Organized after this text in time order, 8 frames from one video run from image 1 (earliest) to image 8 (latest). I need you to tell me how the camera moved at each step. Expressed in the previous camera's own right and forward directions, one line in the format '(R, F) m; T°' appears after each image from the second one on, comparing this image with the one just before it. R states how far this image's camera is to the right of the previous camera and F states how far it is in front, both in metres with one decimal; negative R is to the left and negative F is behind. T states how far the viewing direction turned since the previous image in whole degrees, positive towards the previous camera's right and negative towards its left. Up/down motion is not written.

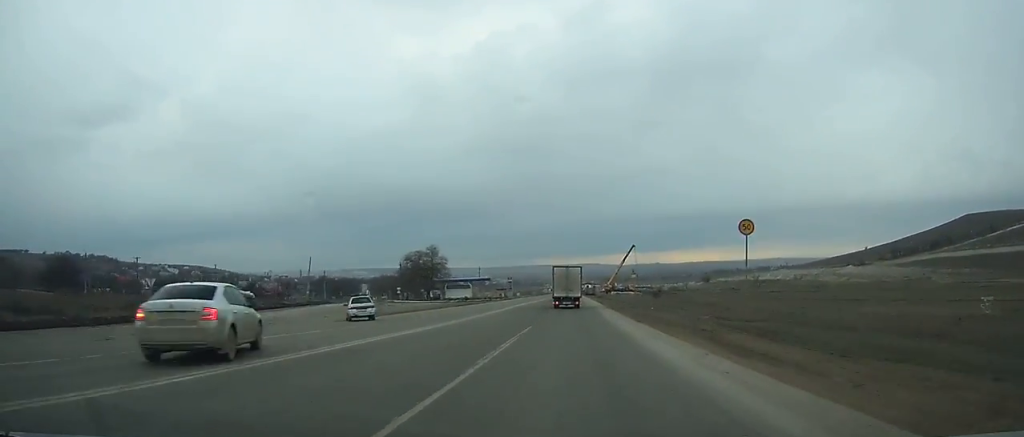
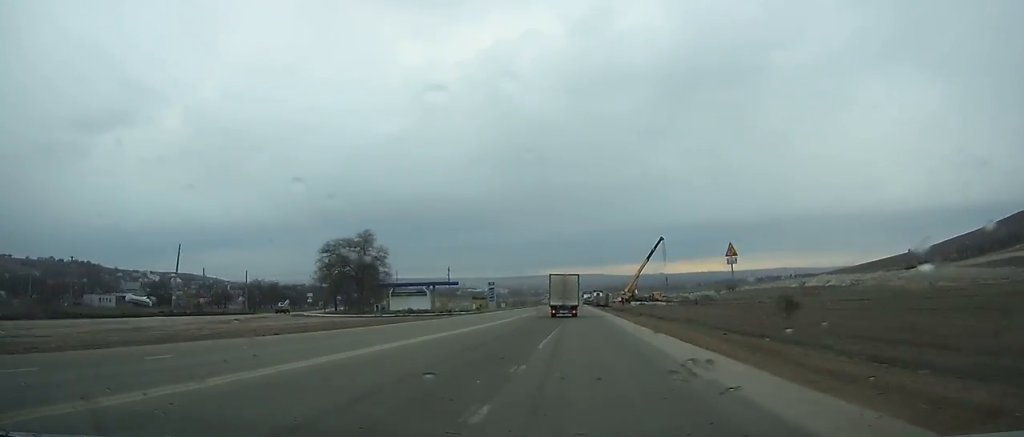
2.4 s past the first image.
(0.0, +45.5) m; 0°
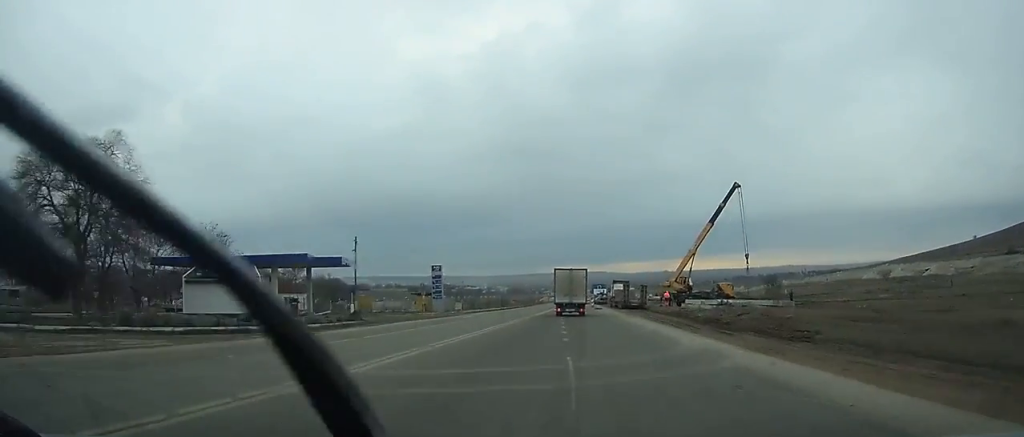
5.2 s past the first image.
(-0.1, +54.3) m; 0°
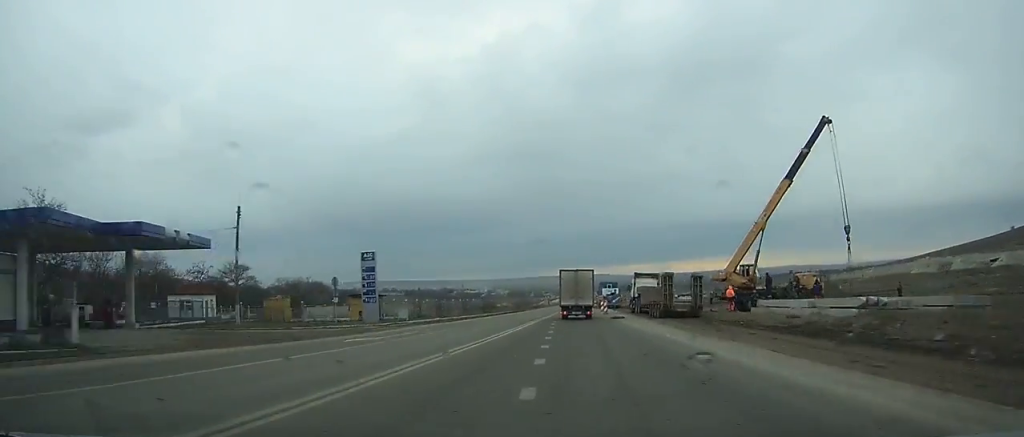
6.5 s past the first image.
(-0.1, +25.1) m; 0°
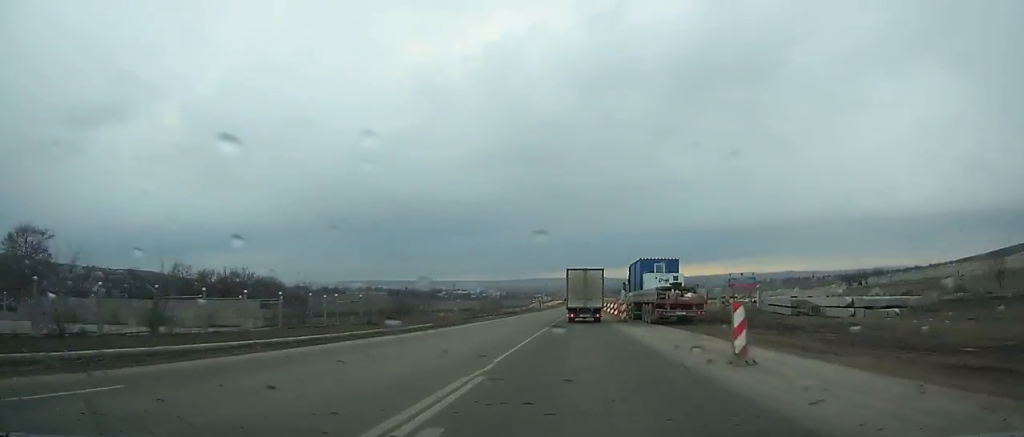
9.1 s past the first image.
(0.0, +50.2) m; +1°
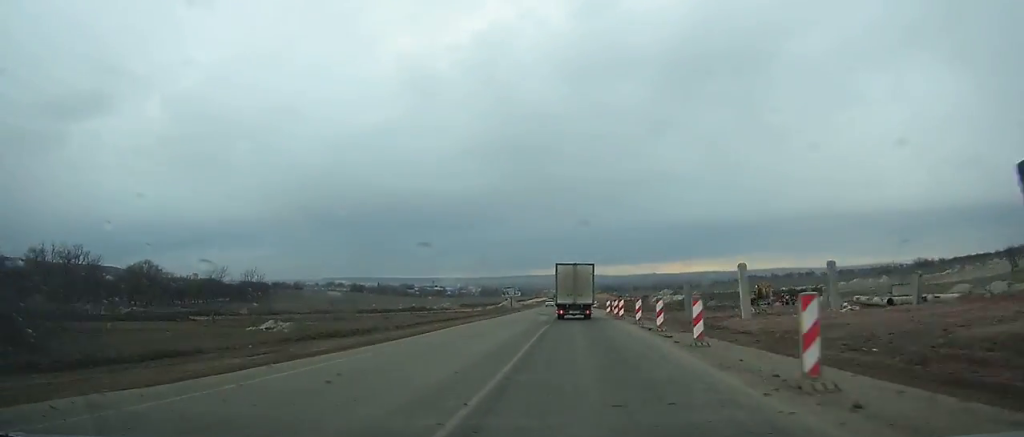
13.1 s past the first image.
(+0.9, +76.0) m; +1°
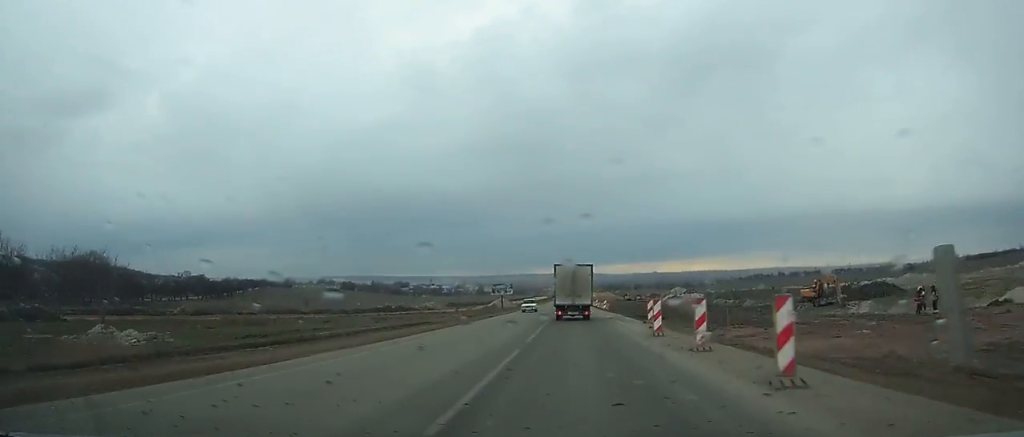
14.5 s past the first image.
(+0.2, +26.3) m; 0°
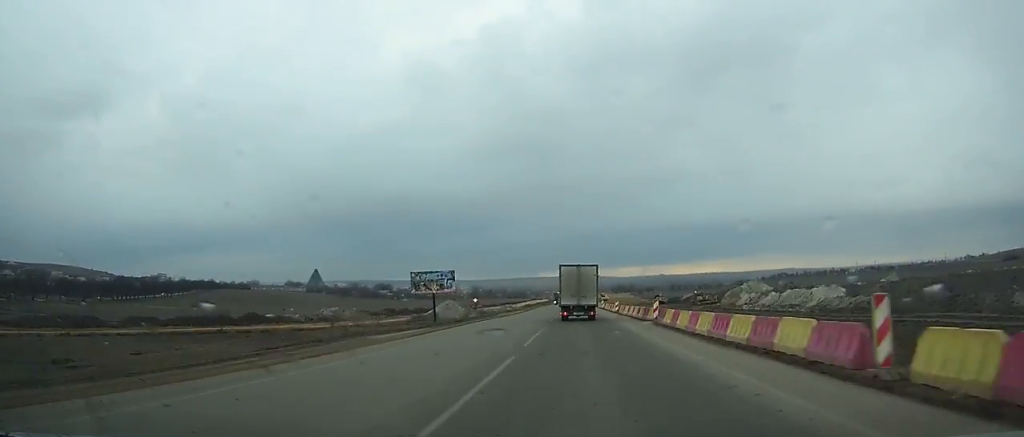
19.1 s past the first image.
(-0.4, +85.5) m; 0°
